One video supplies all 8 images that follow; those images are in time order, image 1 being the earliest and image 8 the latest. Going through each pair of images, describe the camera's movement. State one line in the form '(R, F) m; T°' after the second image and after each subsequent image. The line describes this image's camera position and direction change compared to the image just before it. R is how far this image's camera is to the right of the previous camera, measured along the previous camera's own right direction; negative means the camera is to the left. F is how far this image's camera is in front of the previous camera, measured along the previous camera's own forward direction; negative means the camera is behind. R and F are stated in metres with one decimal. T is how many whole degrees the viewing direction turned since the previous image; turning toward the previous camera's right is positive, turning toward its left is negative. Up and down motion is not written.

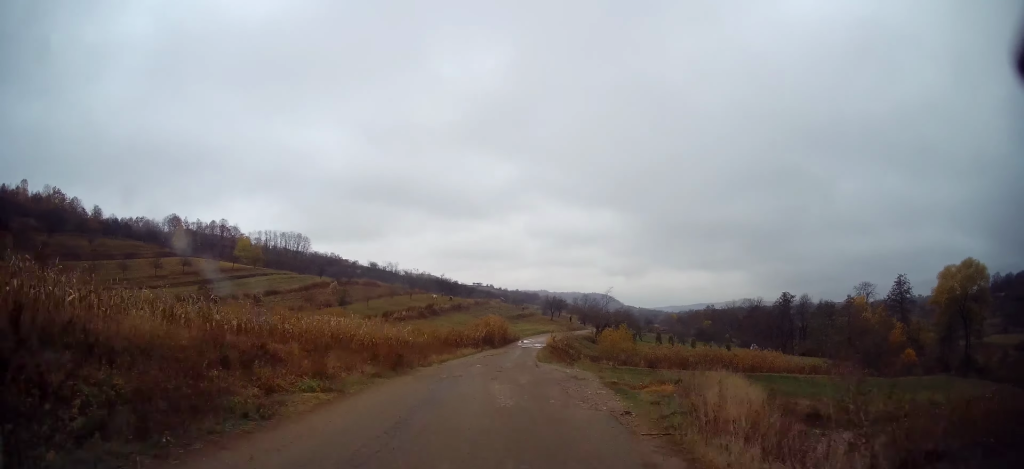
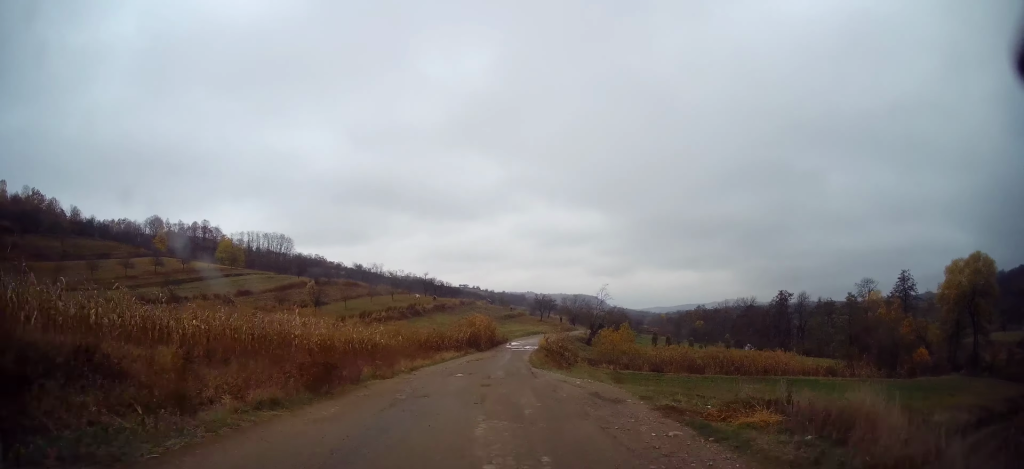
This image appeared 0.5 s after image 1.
(0.0, +6.1) m; 0°
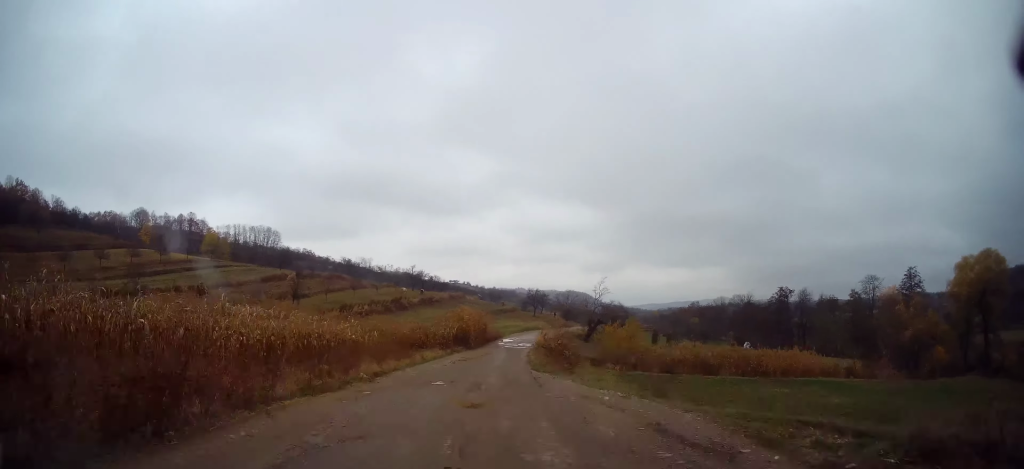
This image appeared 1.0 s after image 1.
(0.0, +6.0) m; 0°
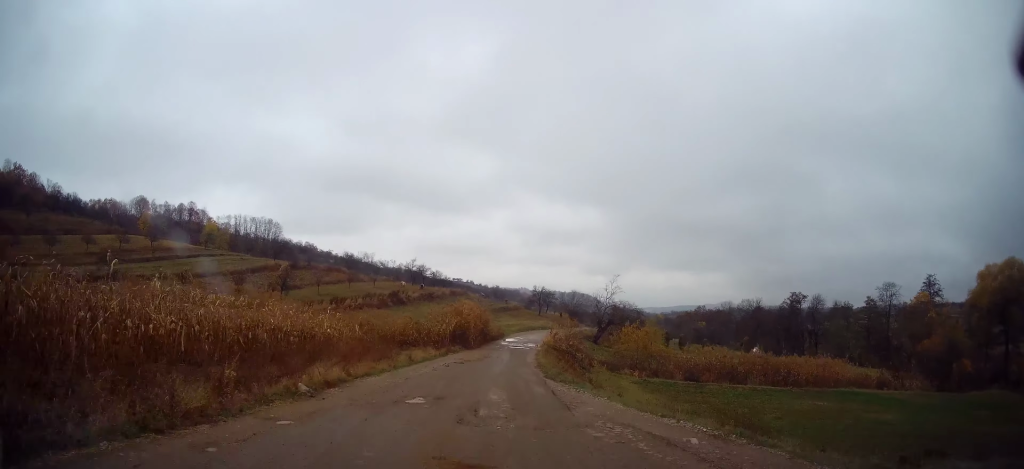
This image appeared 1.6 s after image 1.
(-0.1, +6.1) m; +2°
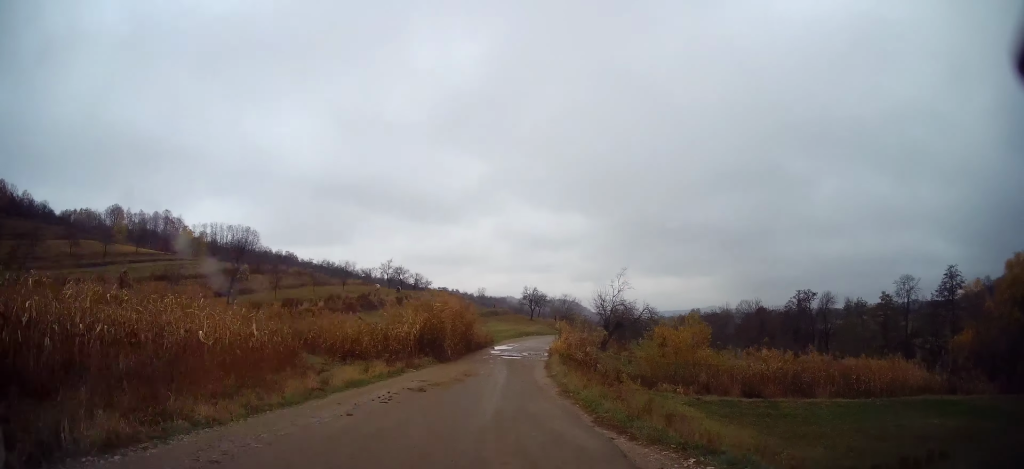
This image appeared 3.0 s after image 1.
(+0.6, +13.7) m; +1°
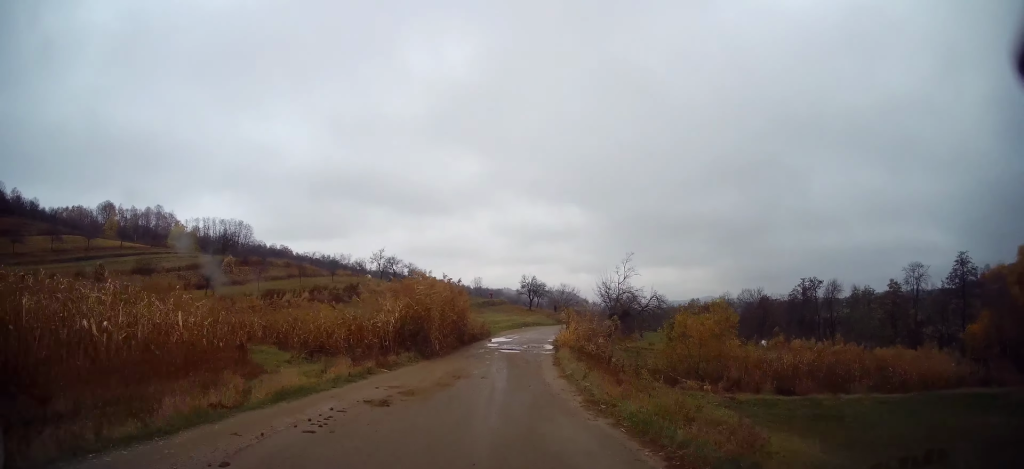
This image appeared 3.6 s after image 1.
(-0.3, +4.6) m; 0°
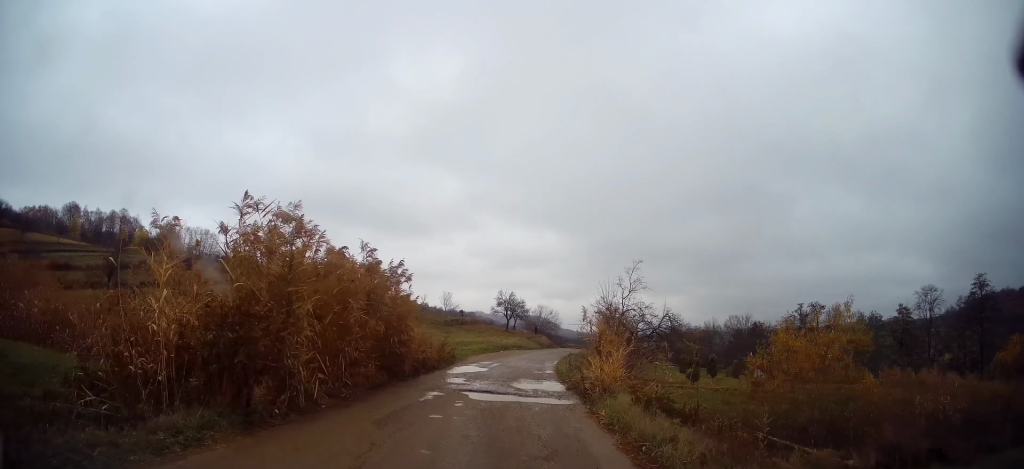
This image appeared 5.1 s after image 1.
(+0.4, +11.2) m; +3°
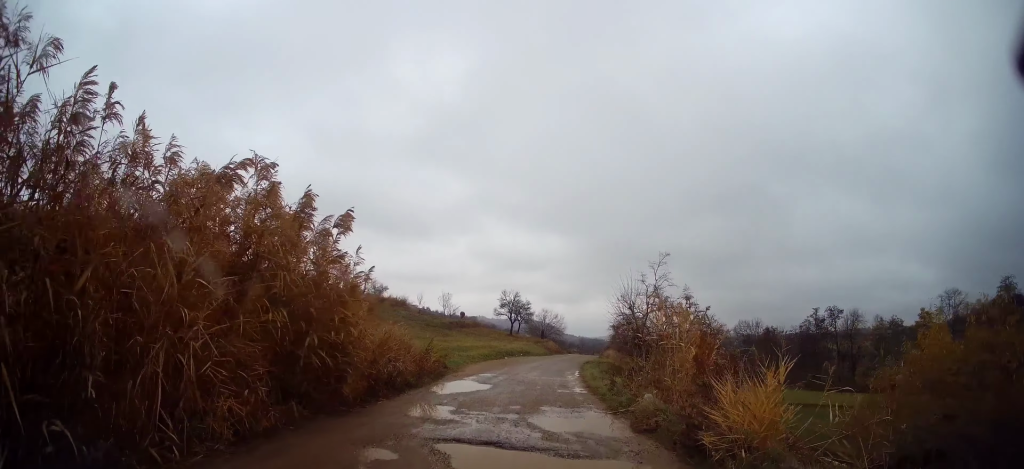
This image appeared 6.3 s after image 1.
(-0.1, +6.3) m; +1°
